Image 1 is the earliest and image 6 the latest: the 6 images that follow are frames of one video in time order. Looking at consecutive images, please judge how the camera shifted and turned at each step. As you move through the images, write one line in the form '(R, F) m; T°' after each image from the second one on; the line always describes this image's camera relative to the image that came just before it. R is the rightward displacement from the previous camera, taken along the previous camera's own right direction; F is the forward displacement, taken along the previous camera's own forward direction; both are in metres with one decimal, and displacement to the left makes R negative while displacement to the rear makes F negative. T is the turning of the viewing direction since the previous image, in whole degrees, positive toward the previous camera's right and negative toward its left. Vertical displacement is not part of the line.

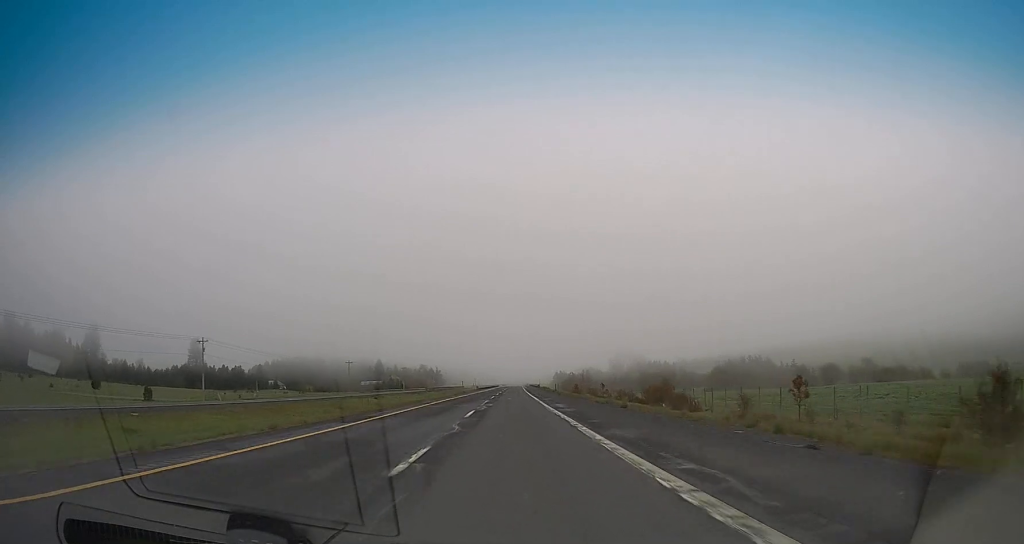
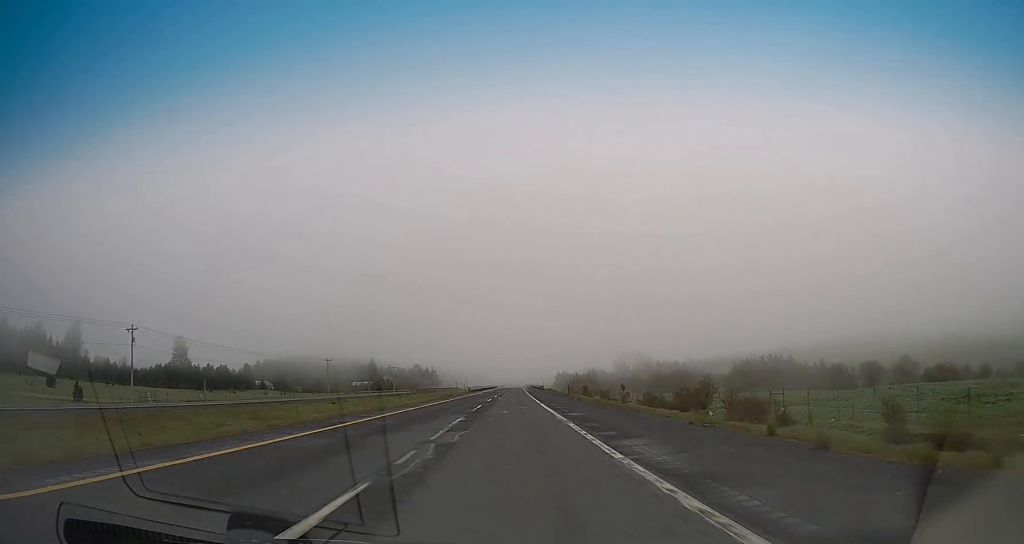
(0.0, +22.4) m; 0°
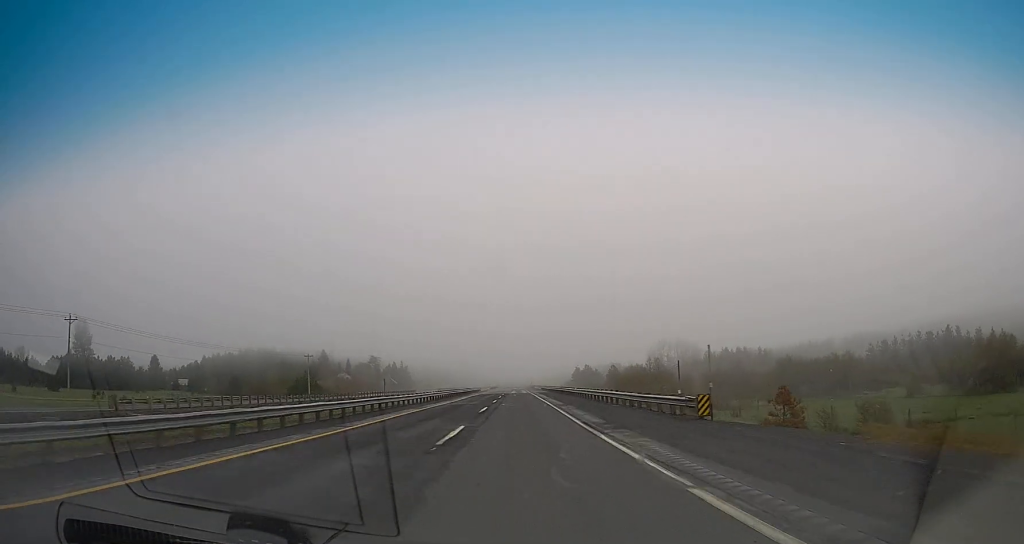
(+1.2, +111.1) m; +1°
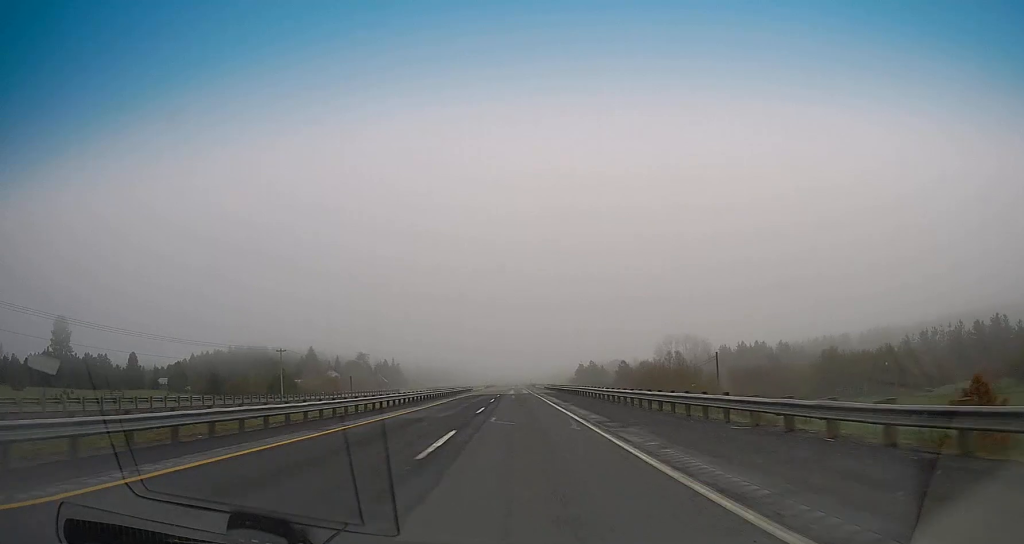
(-0.4, +18.5) m; -1°
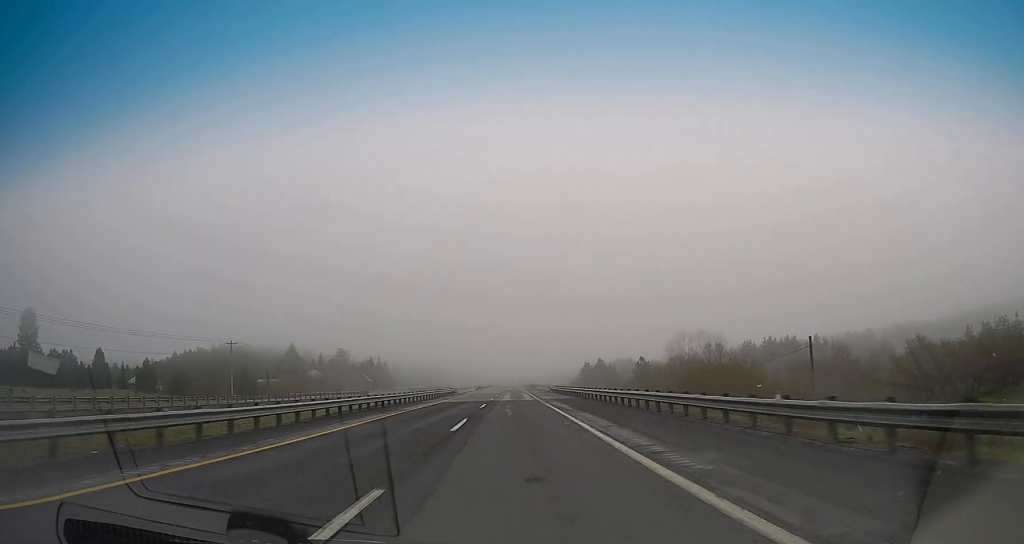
(-0.1, +25.3) m; 0°
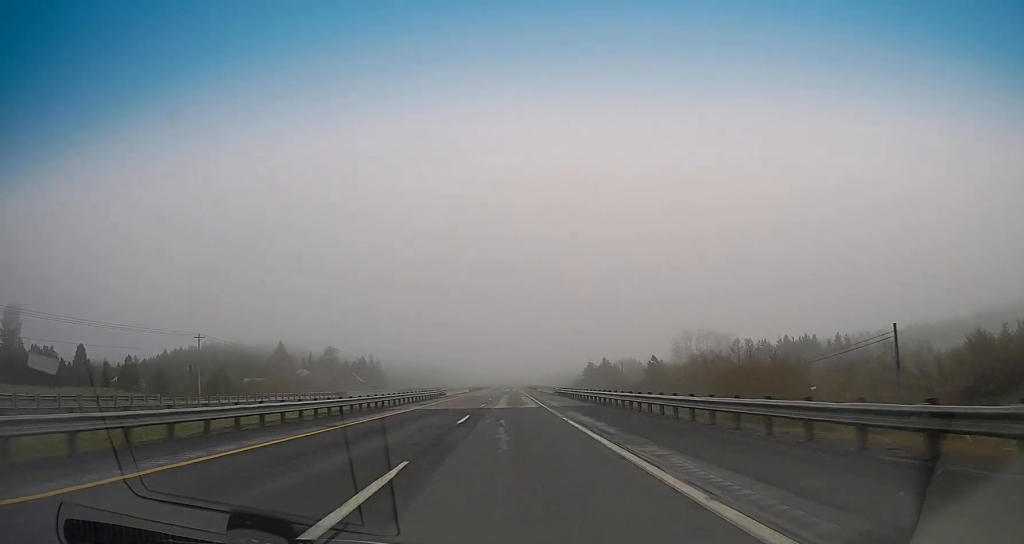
(0.0, +12.6) m; 0°
